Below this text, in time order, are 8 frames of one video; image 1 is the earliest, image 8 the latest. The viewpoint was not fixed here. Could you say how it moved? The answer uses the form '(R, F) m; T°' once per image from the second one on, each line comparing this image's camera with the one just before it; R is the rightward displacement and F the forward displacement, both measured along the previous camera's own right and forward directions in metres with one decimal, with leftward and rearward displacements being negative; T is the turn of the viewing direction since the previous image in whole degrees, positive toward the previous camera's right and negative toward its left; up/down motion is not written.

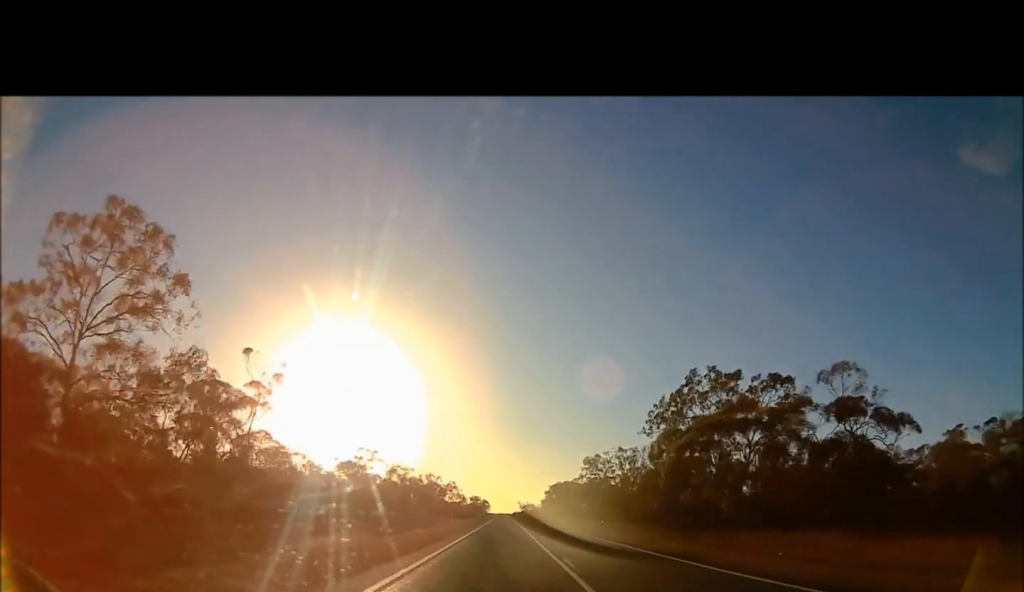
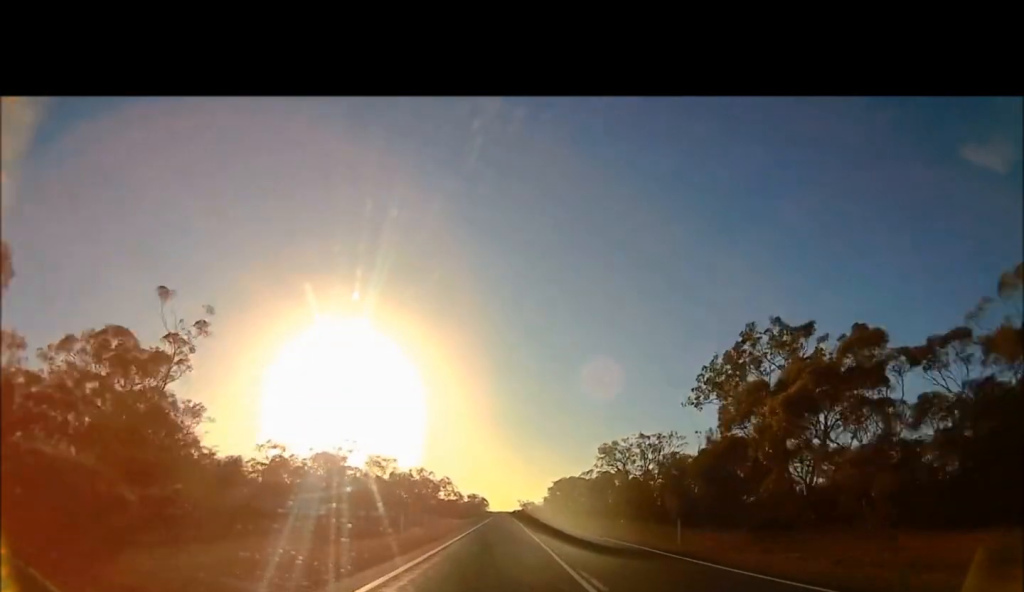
(0.0, +16.7) m; 0°
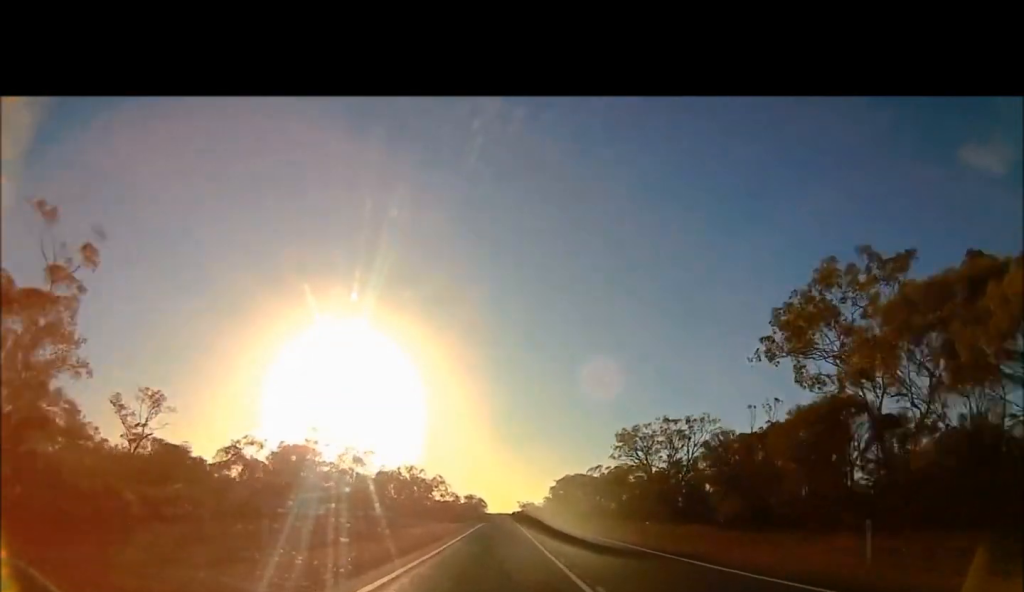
(0.0, +14.5) m; 0°
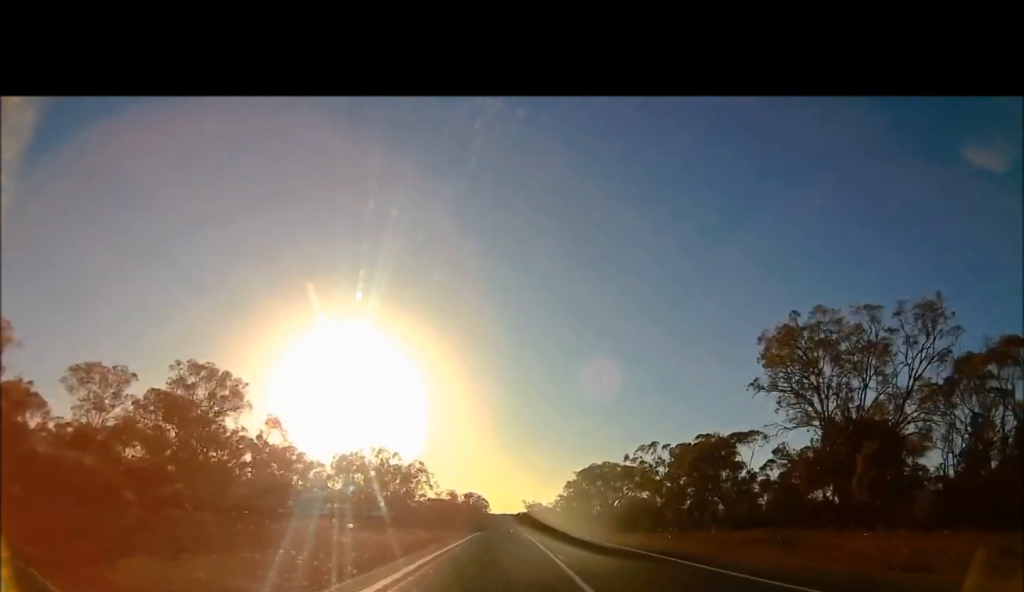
(0.0, +40.0) m; 0°
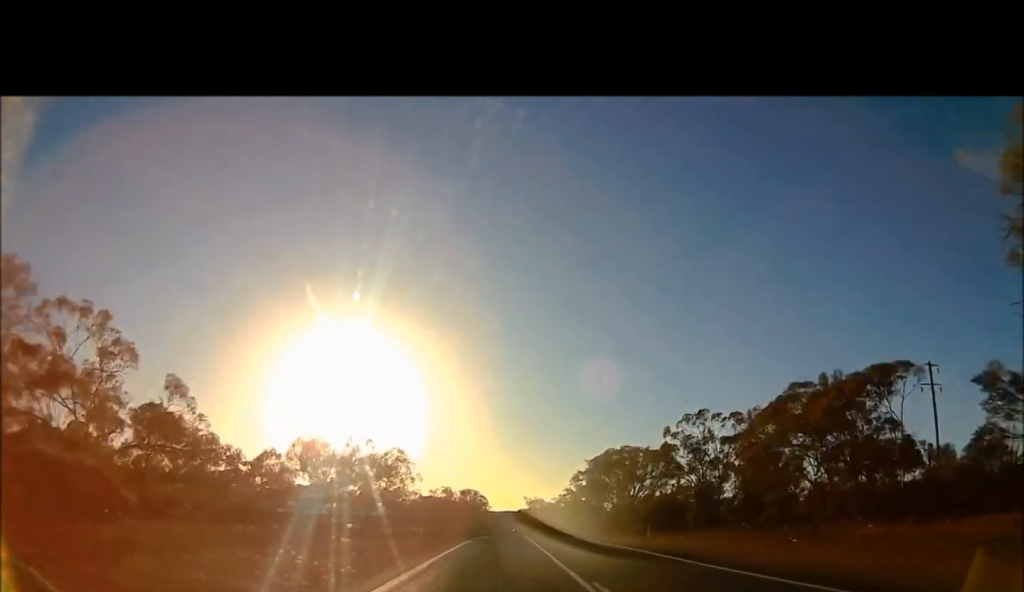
(0.0, +20.0) m; 0°
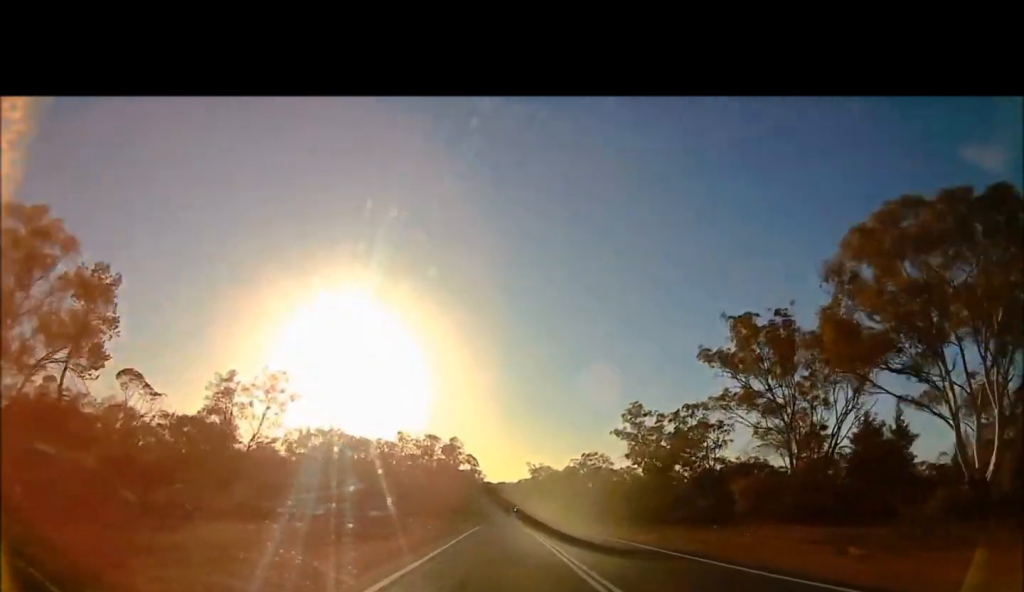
(-0.1, +75.6) m; 0°
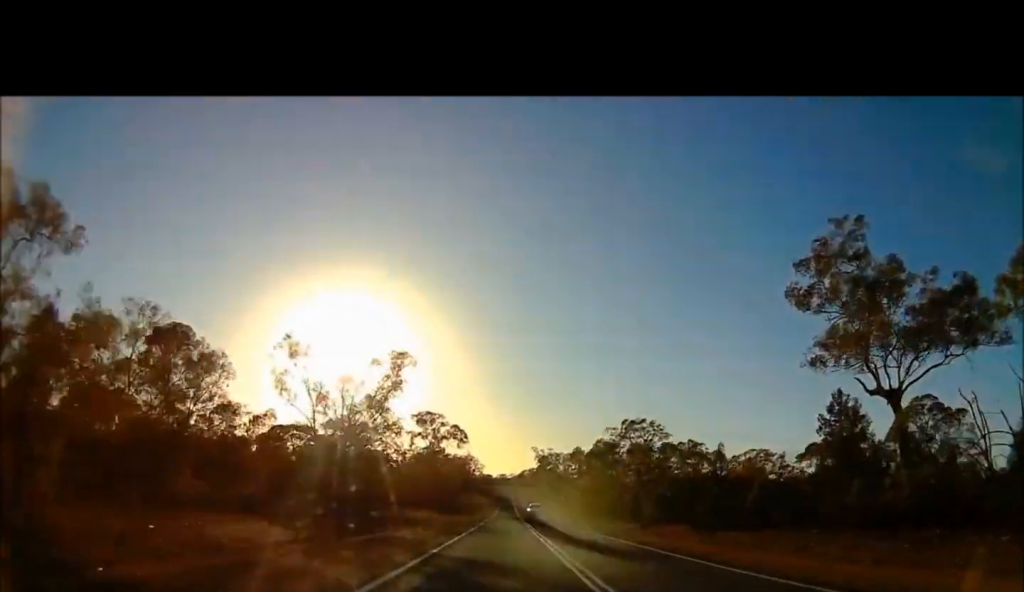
(0.0, +55.6) m; 0°
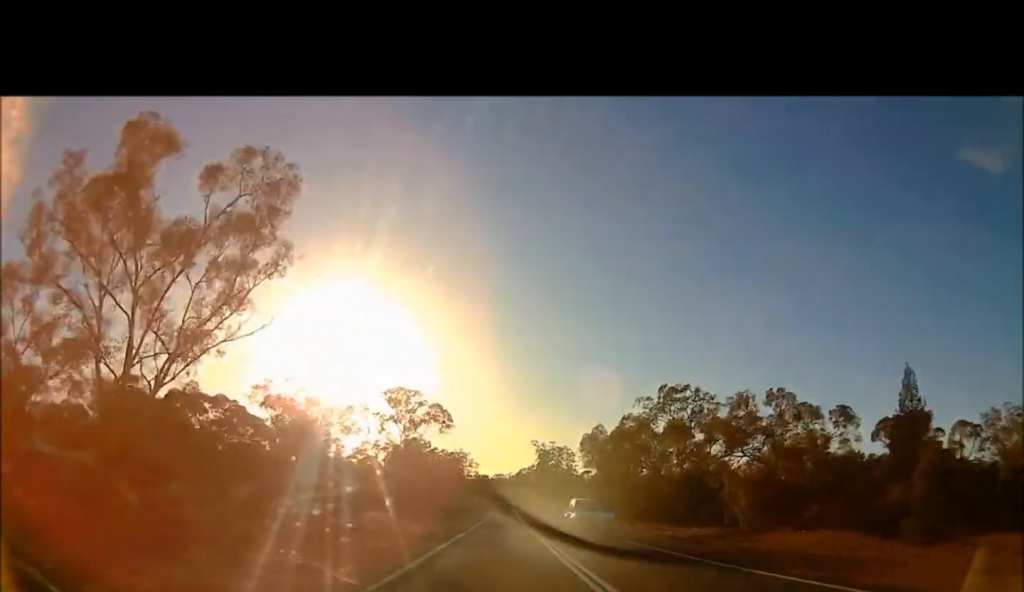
(0.0, +28.9) m; 0°
